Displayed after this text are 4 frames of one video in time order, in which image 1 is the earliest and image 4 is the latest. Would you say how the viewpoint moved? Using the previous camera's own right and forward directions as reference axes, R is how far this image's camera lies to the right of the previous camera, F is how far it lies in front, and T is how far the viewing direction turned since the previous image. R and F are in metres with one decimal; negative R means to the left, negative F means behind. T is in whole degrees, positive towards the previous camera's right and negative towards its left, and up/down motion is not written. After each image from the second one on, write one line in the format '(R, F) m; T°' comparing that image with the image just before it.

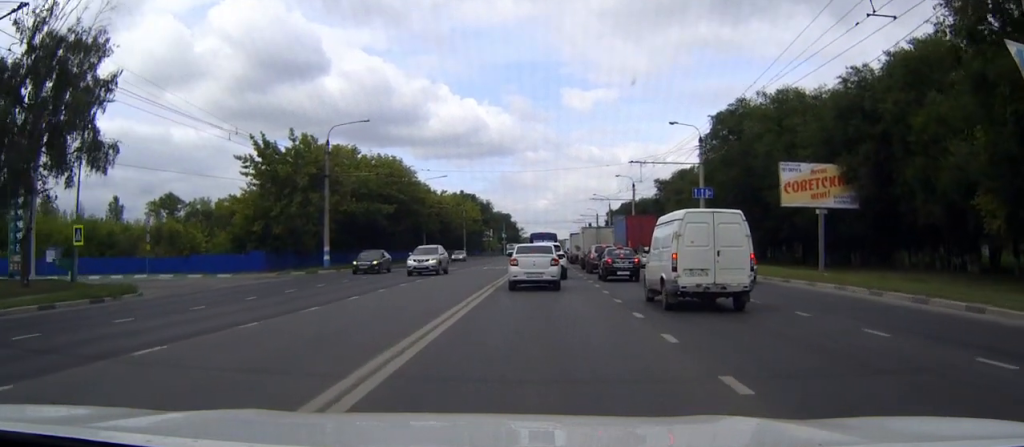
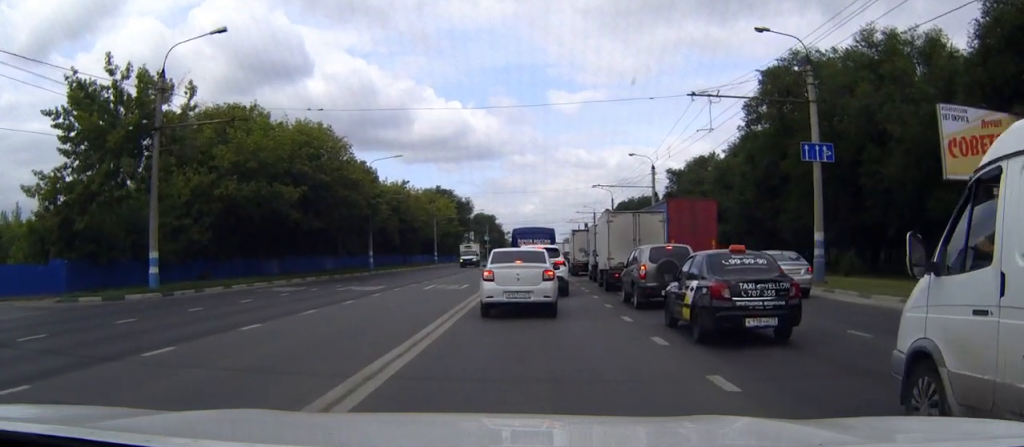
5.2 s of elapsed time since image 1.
(-0.1, +24.5) m; -1°
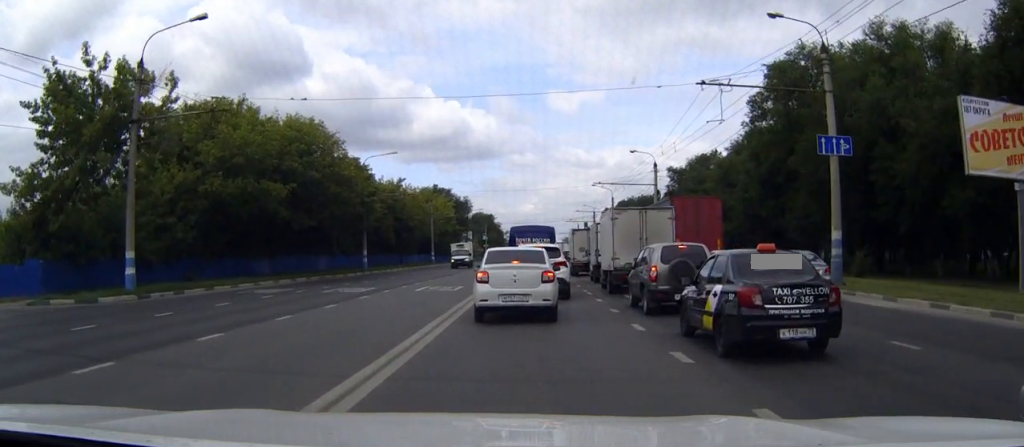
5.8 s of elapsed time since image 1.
(0.0, +1.9) m; 0°
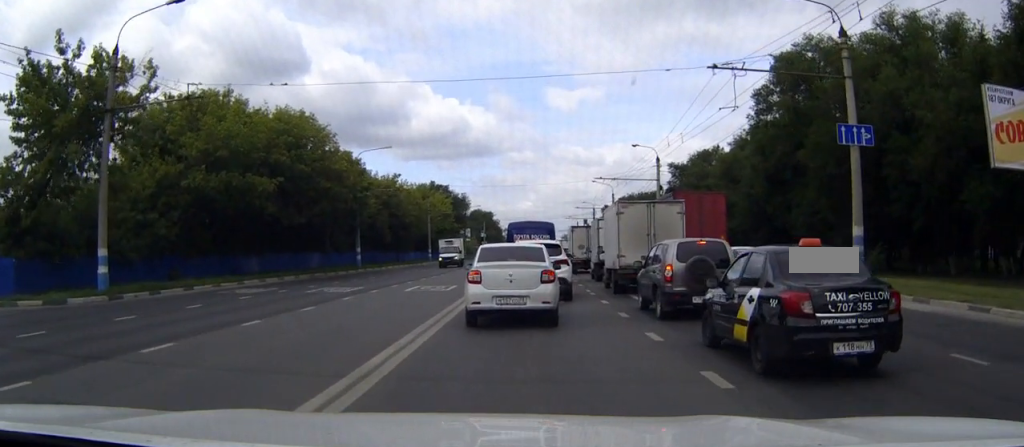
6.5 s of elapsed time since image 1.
(0.0, +2.1) m; 0°
